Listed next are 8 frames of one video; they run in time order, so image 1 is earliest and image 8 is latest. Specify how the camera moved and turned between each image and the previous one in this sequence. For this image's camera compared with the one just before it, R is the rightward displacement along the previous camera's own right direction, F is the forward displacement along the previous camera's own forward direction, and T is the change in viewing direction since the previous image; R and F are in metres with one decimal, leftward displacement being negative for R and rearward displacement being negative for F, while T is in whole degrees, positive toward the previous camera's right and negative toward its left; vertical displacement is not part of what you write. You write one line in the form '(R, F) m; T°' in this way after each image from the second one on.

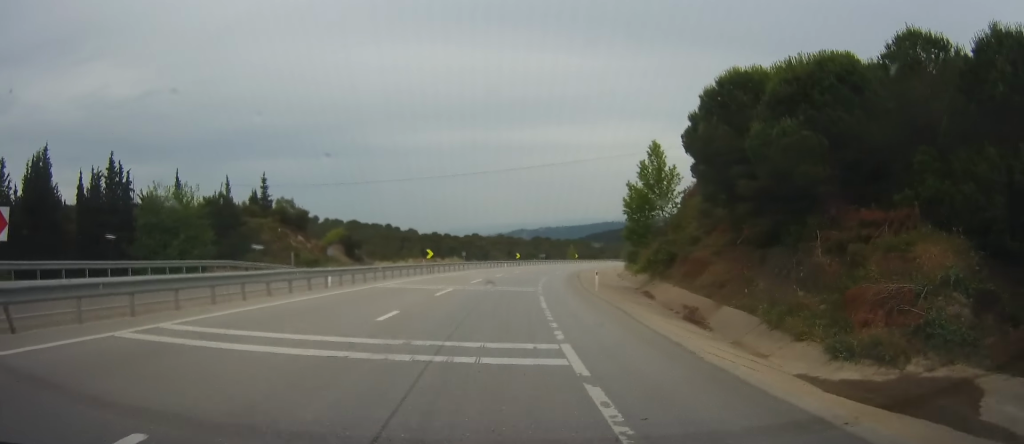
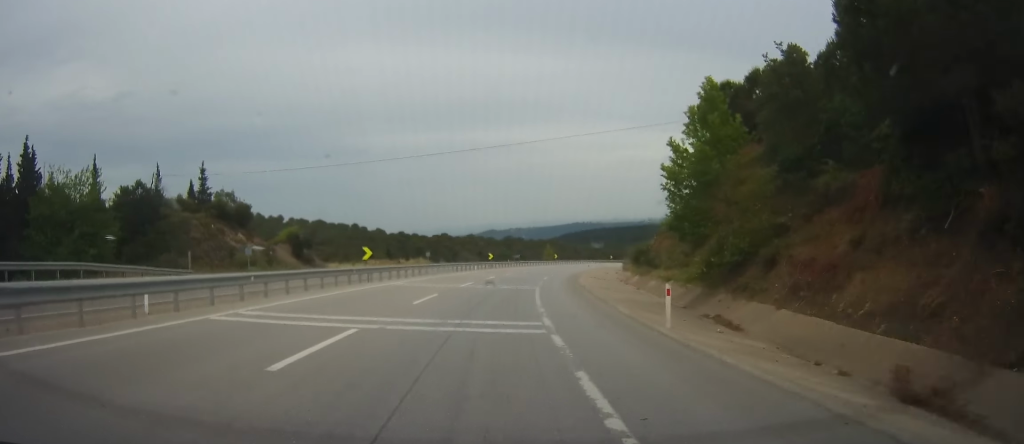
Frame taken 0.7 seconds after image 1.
(+0.2, +15.5) m; +2°
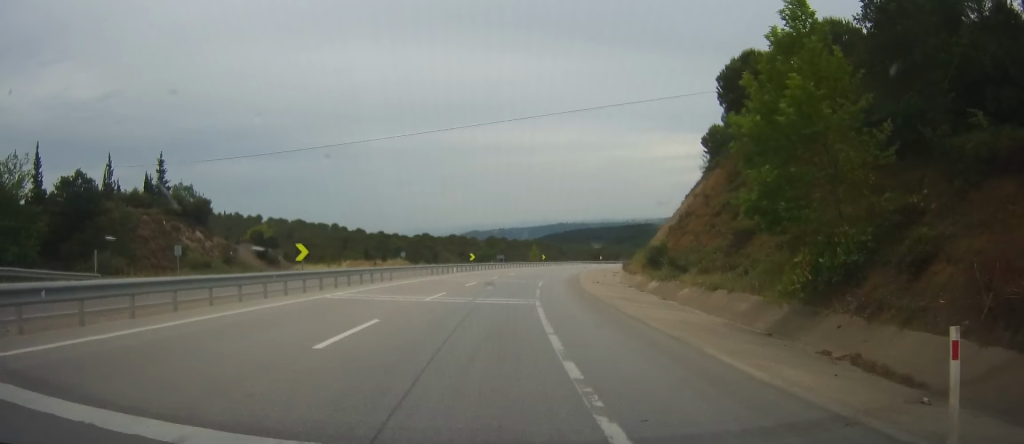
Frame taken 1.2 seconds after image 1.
(0.0, +10.0) m; +1°
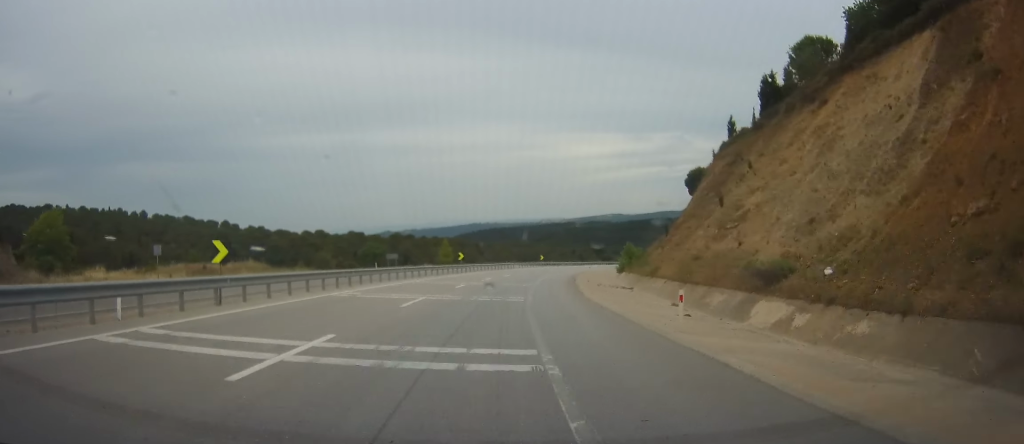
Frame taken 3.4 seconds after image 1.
(+3.2, +48.3) m; +8°
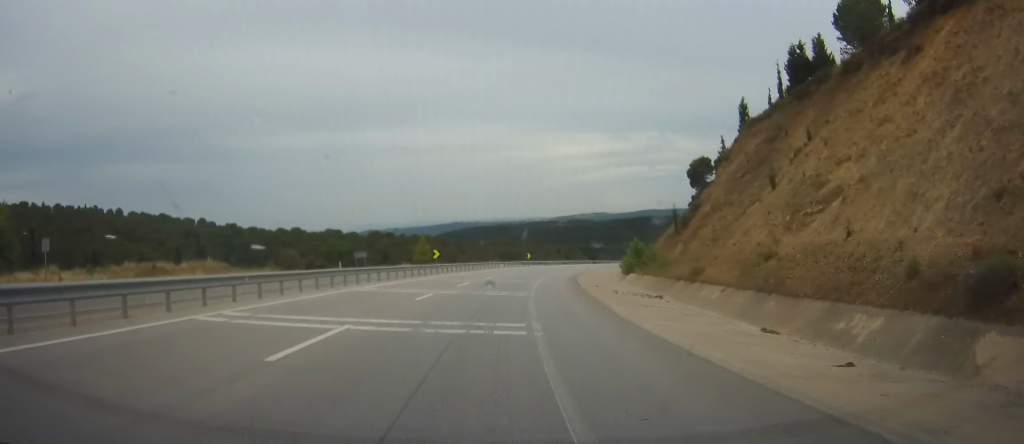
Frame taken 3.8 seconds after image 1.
(+0.3, +10.4) m; +2°
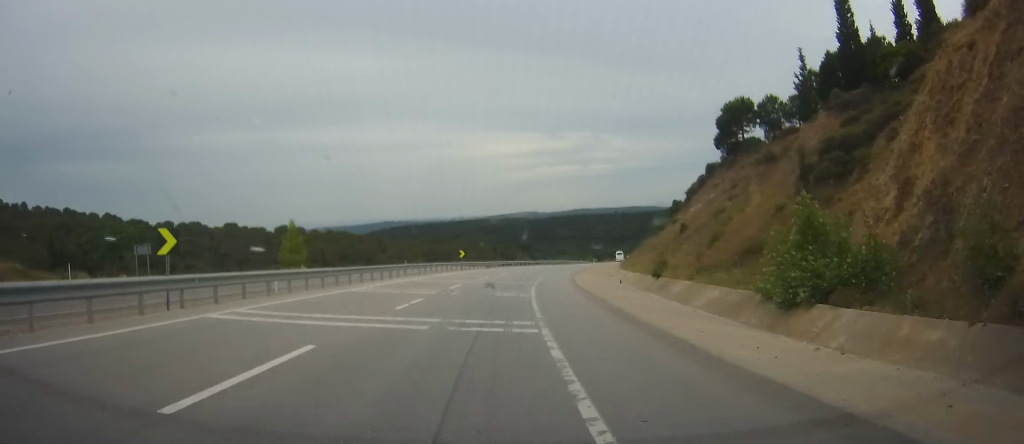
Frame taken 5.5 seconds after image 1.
(+1.6, +37.0) m; +5°
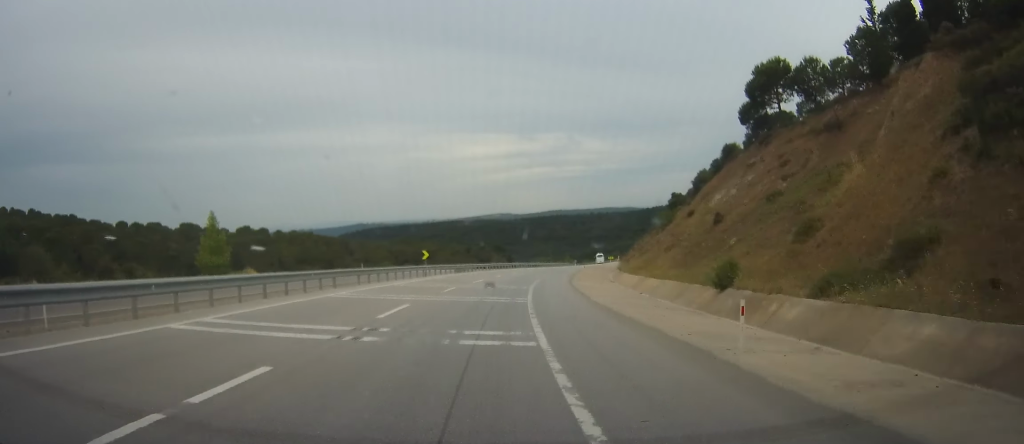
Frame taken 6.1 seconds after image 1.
(+0.1, +12.6) m; +1°
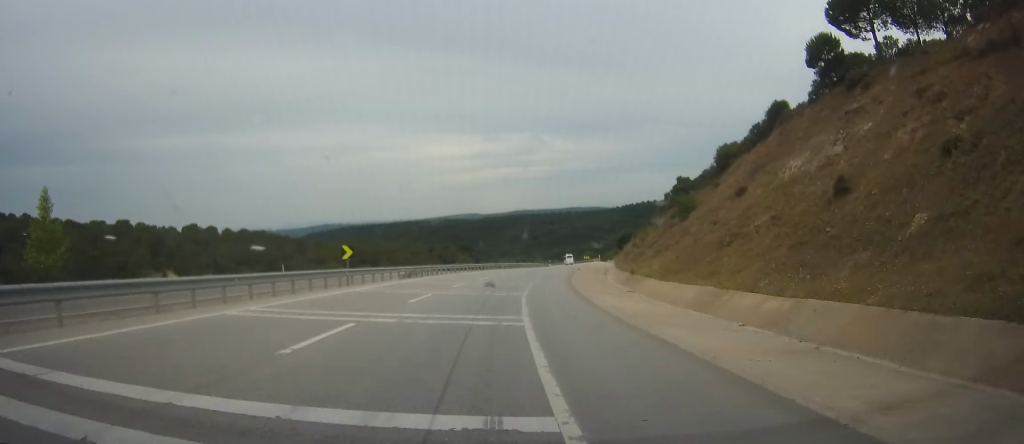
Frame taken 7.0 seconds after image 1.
(+0.3, +18.4) m; +3°
